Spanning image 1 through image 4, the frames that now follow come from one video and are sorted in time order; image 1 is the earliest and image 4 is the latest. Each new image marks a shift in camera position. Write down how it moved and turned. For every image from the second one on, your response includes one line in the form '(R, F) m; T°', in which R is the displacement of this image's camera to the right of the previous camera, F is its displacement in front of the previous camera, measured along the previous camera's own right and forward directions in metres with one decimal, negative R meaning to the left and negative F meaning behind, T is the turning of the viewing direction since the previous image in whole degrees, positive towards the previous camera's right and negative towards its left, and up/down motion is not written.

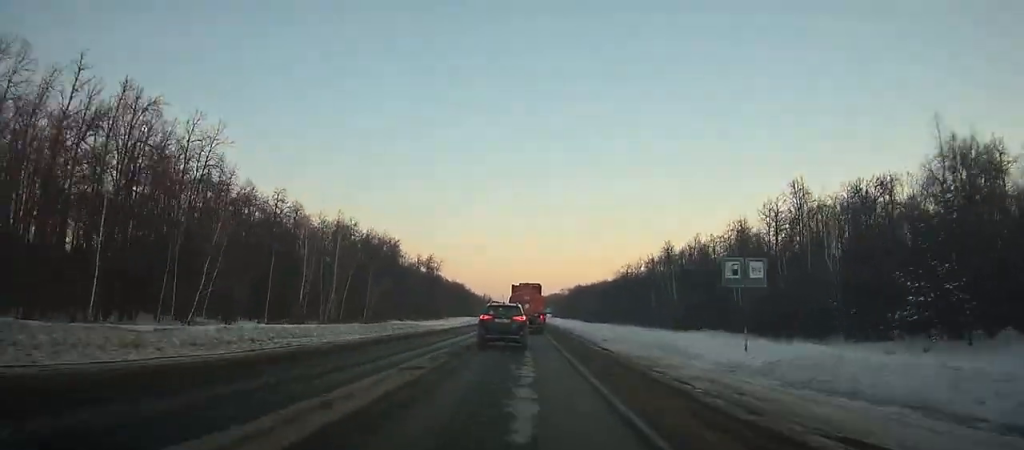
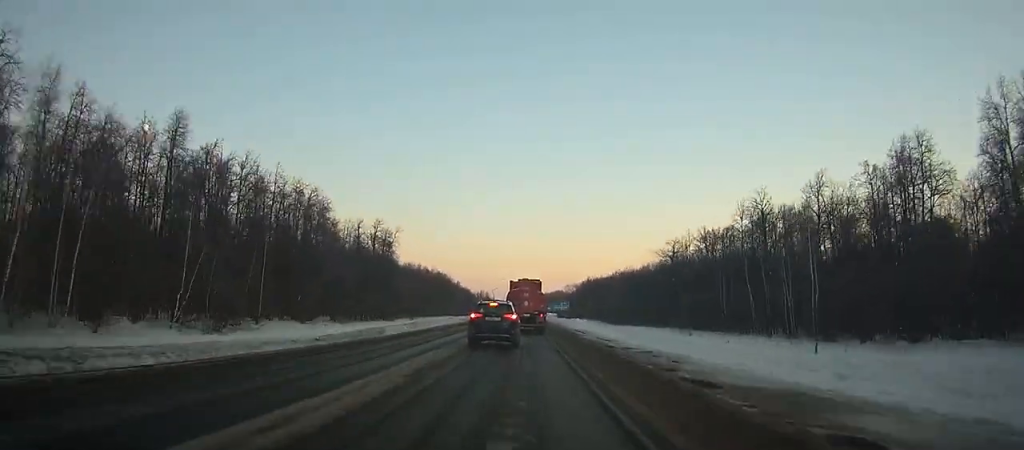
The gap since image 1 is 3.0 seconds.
(-0.1, +60.4) m; 0°
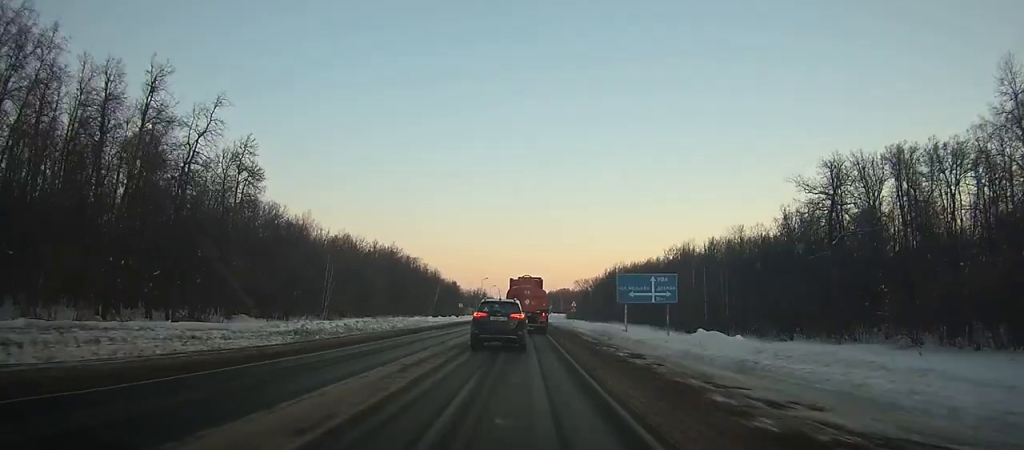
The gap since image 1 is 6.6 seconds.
(-0.3, +70.4) m; 0°
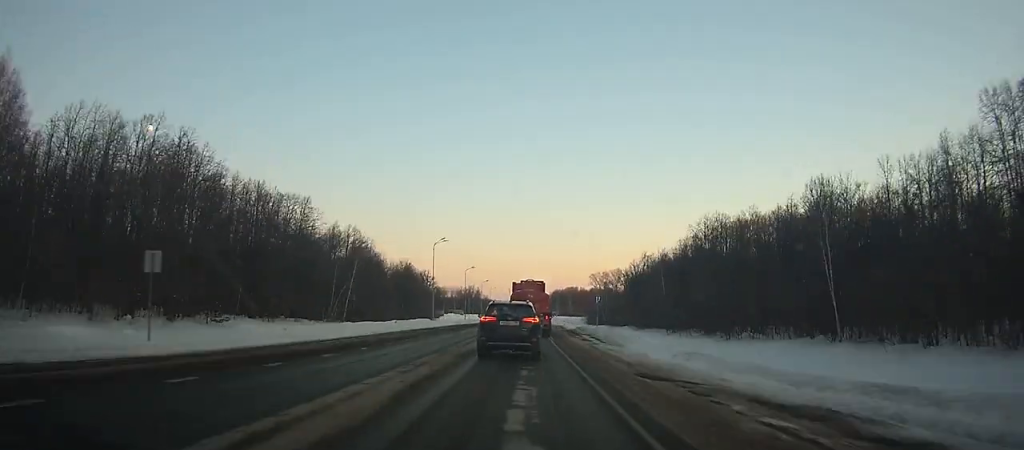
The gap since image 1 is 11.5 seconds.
(-0.2, +93.9) m; 0°
